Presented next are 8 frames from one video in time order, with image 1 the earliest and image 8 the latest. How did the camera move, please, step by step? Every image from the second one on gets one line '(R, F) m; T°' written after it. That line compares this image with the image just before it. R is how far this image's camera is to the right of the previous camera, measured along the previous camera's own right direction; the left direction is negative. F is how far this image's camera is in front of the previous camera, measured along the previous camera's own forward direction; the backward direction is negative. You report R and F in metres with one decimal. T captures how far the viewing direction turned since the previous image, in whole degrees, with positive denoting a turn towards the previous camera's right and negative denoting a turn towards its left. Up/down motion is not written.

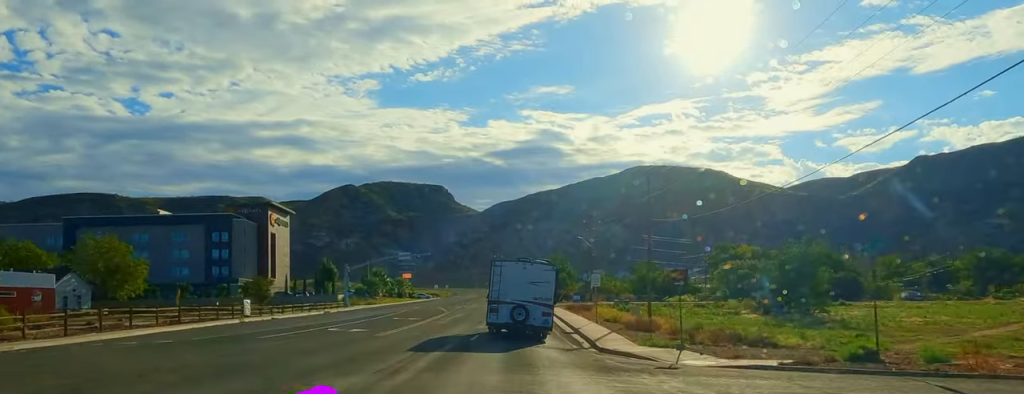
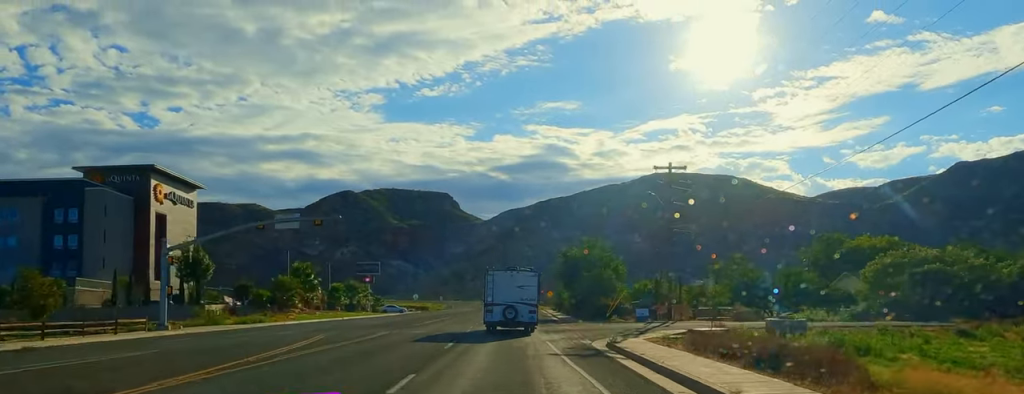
(-0.1, +55.1) m; -1°
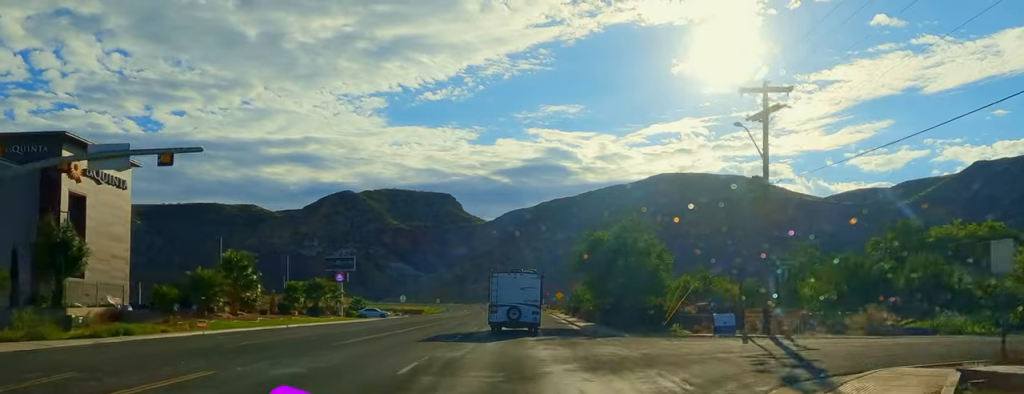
(+0.1, +21.8) m; -1°
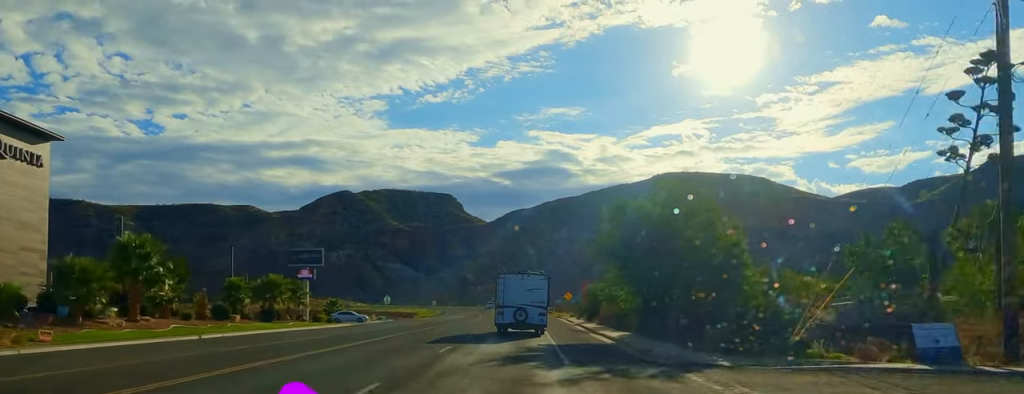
(-0.7, +17.8) m; 0°
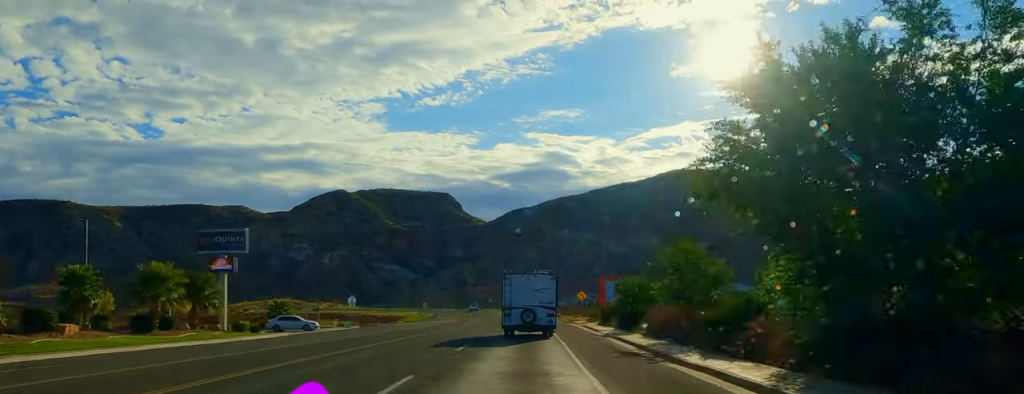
(-0.1, +23.0) m; 0°
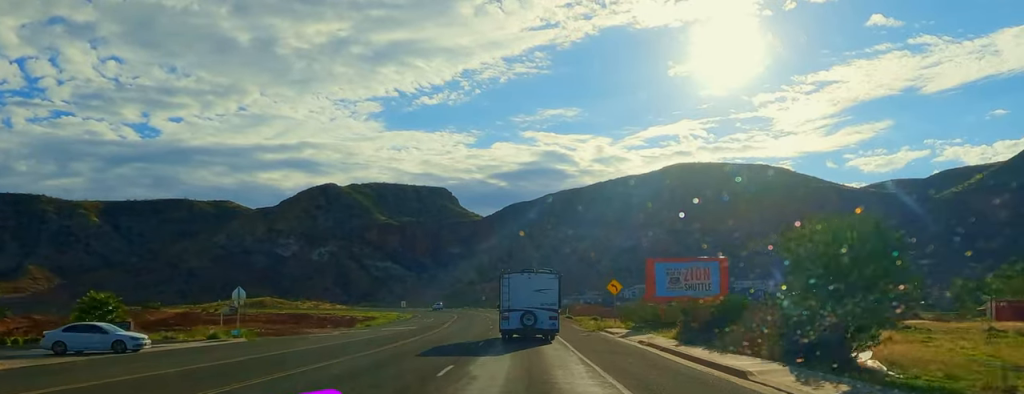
(+0.8, +32.9) m; 0°
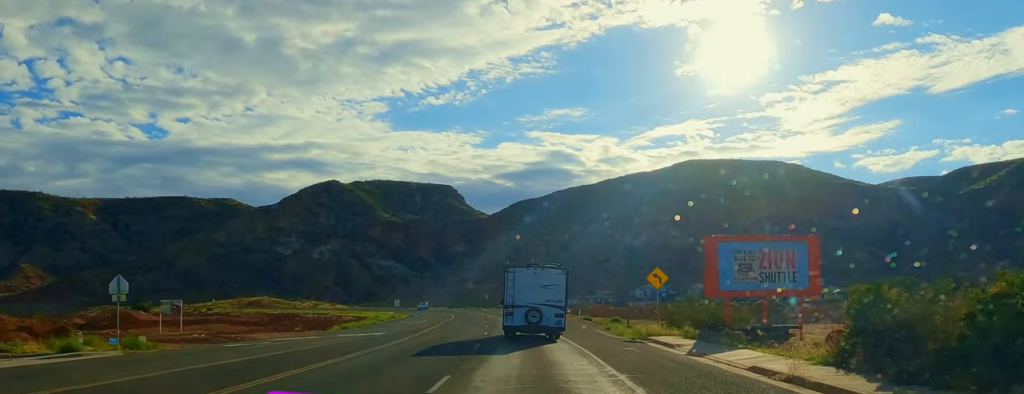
(-0.6, +16.3) m; -1°
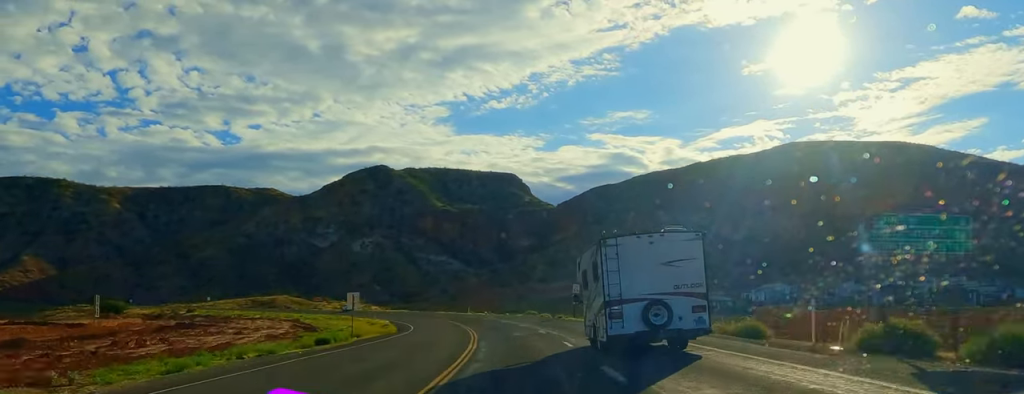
(-3.1, +87.9) m; -7°
